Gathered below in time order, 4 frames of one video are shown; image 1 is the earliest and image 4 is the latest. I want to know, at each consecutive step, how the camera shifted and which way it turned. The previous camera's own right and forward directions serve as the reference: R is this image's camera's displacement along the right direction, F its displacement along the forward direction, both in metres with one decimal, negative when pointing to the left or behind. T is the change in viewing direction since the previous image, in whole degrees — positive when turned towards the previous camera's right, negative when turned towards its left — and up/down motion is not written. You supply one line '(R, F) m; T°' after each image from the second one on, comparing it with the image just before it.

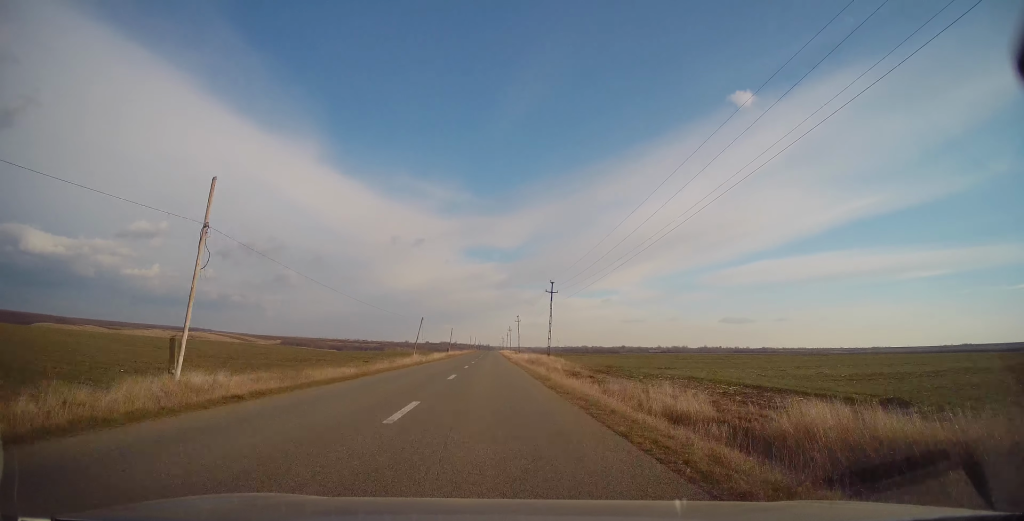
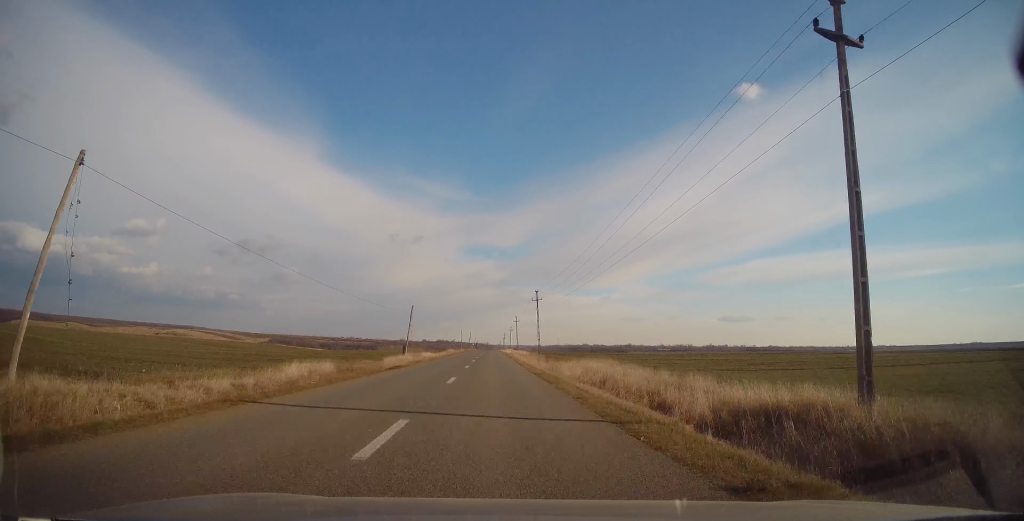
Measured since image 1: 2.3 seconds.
(+0.5, +60.5) m; +1°
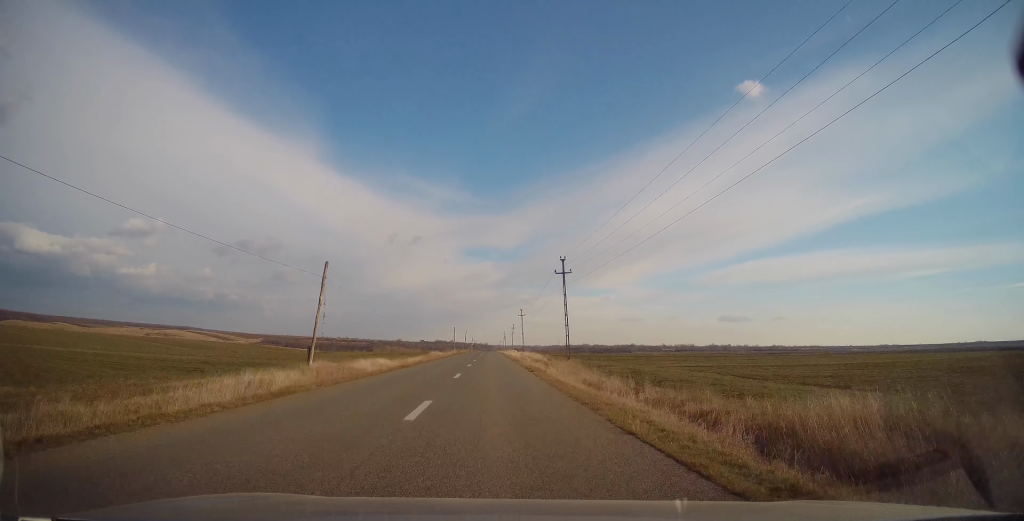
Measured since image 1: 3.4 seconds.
(+0.3, +31.8) m; 0°
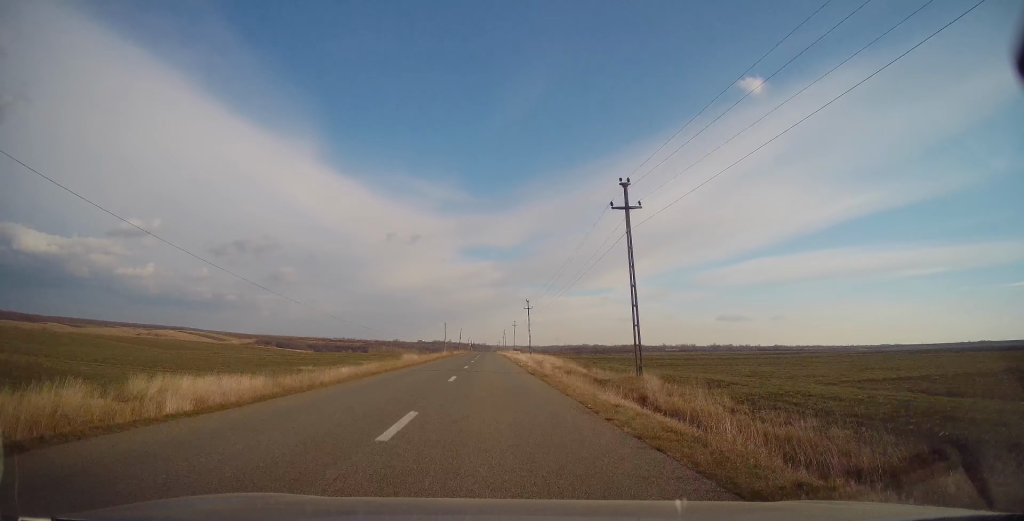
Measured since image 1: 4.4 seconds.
(-0.4, +25.1) m; 0°
